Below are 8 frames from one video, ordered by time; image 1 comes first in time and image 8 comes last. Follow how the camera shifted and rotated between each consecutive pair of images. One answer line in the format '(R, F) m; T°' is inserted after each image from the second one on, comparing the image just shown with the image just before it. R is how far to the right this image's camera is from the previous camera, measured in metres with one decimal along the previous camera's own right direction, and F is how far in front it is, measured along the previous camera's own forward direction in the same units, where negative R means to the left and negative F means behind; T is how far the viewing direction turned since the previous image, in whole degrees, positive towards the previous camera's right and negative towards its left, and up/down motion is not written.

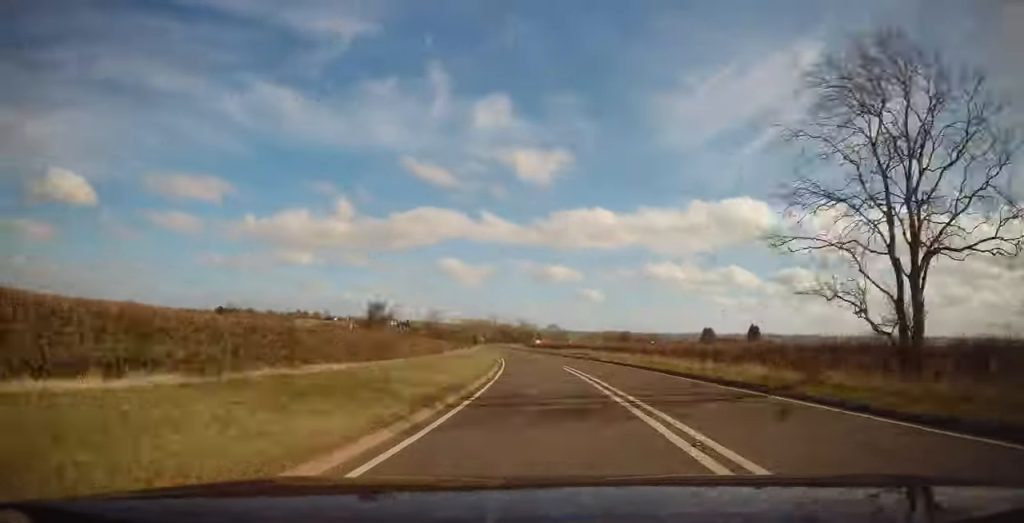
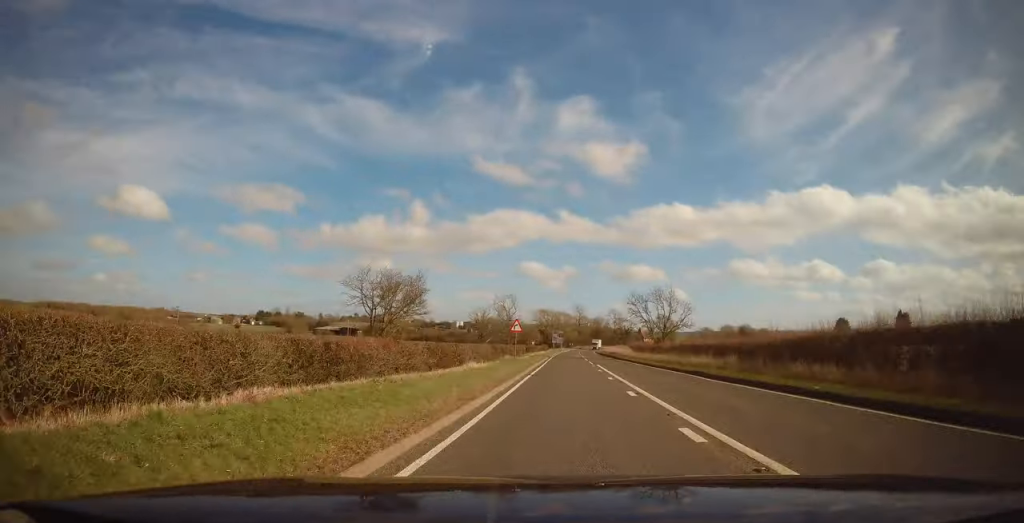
(-7.7, +86.5) m; -3°
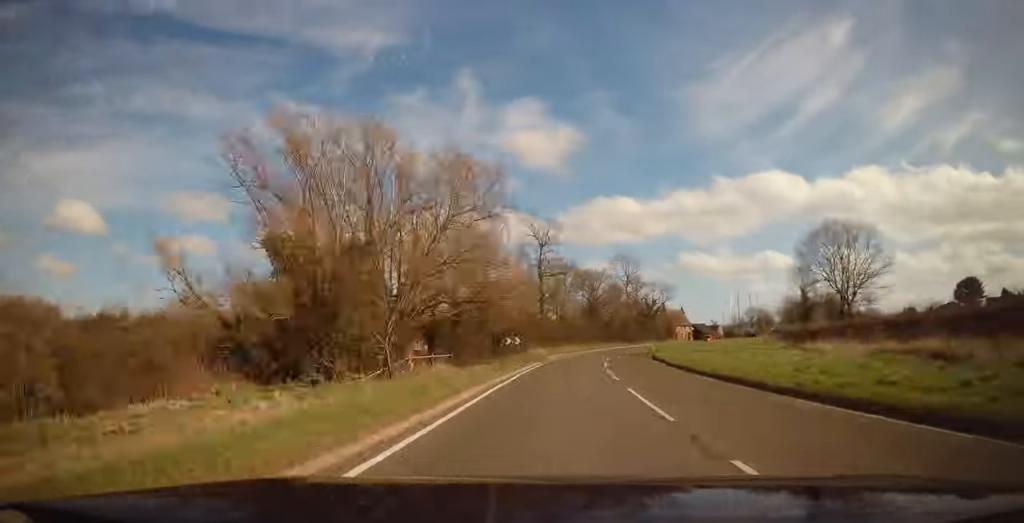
(+1.6, +146.3) m; +10°
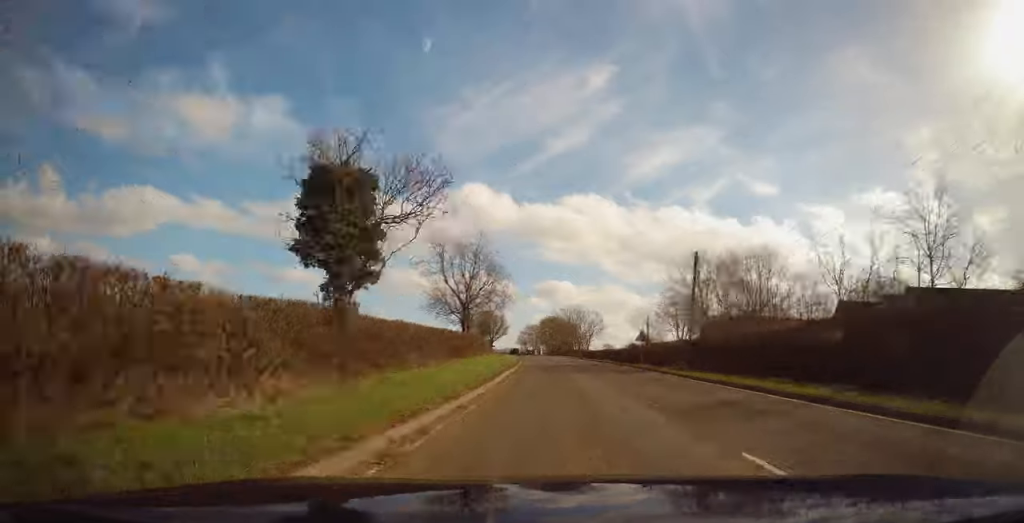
(+60.0, +206.1) m; +17°
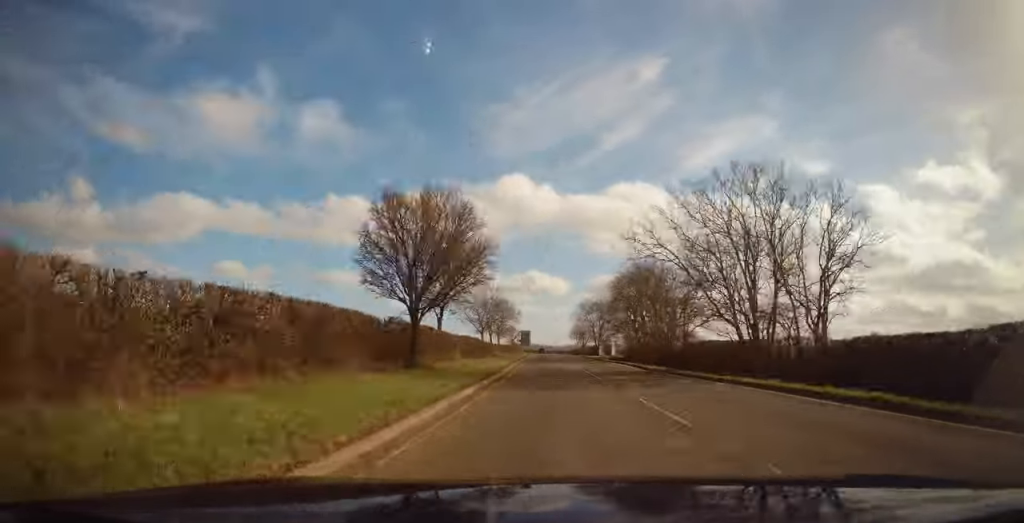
(-3.2, +86.6) m; -4°
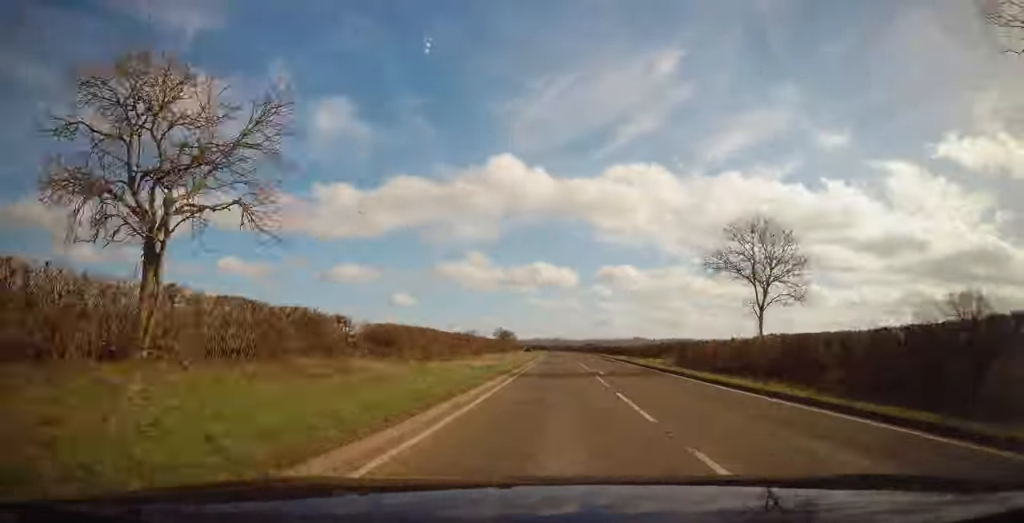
(-5.1, +156.7) m; -6°
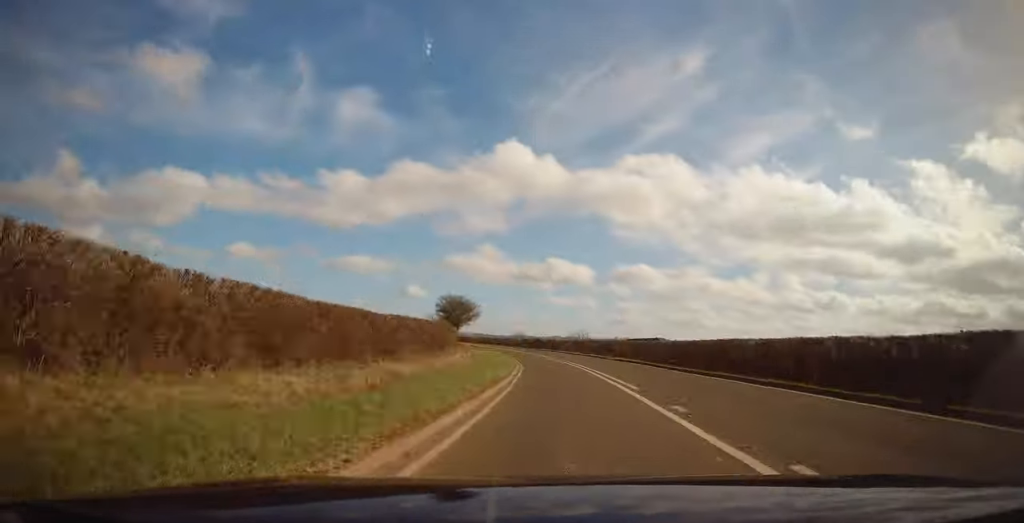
(+0.6, +93.0) m; -7°
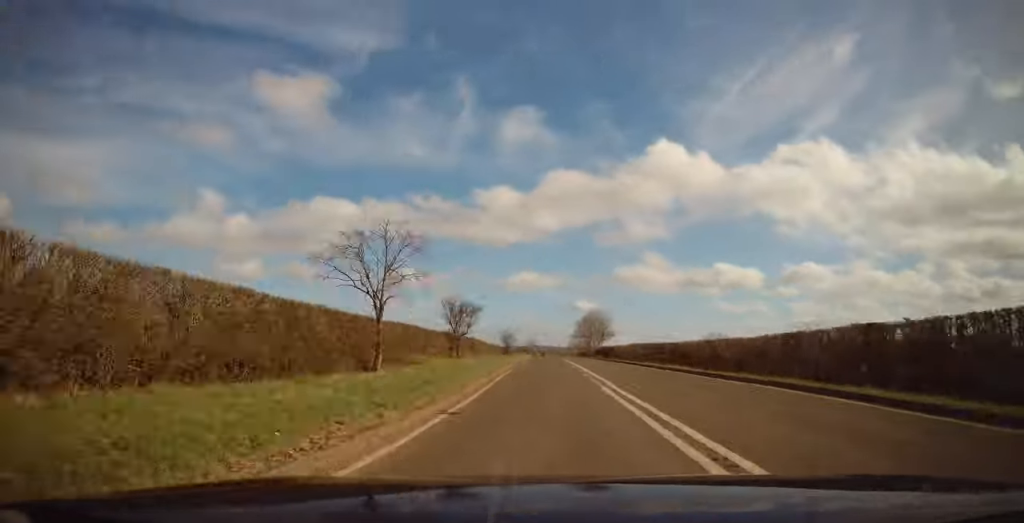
(-10.9, +79.9) m; -7°
